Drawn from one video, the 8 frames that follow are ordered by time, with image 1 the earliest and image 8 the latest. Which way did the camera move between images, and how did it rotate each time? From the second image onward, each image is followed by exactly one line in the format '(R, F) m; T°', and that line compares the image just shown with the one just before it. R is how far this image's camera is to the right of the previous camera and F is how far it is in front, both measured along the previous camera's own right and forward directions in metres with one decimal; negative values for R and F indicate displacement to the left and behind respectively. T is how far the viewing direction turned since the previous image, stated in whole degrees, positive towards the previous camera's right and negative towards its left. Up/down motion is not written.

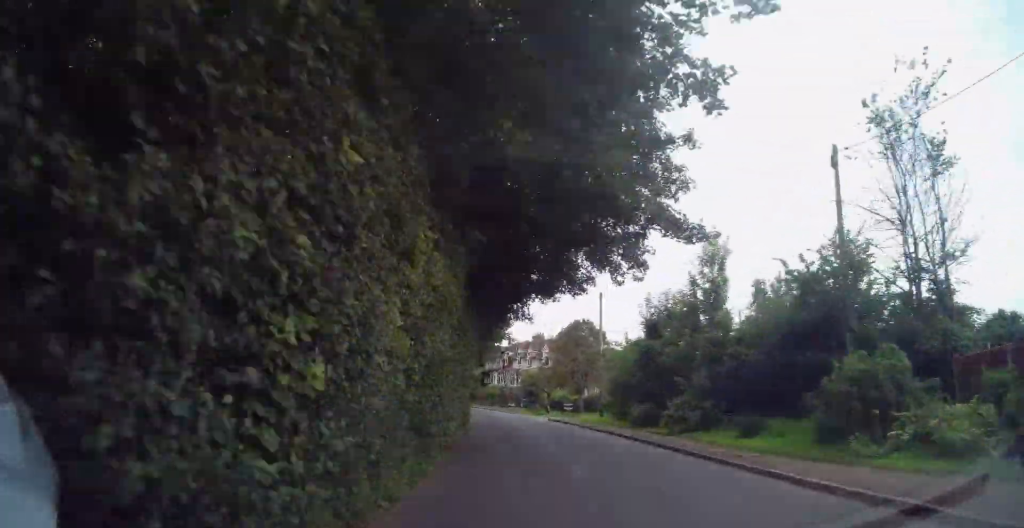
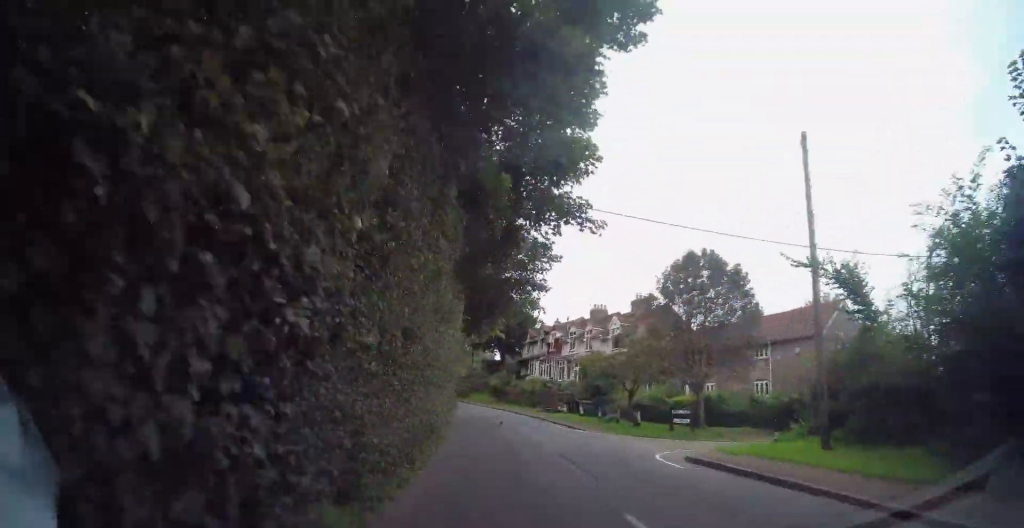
(-0.9, +26.2) m; -6°
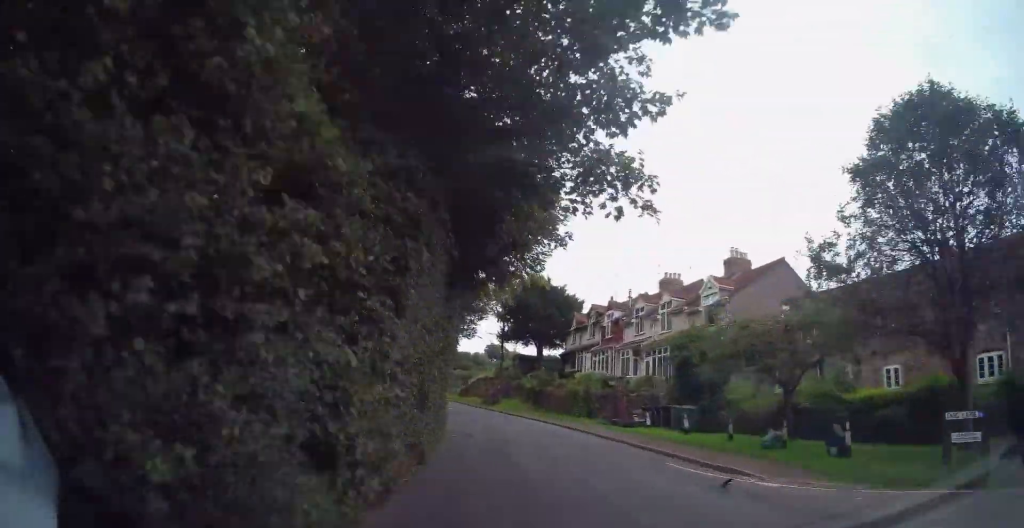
(-0.8, +15.7) m; -5°
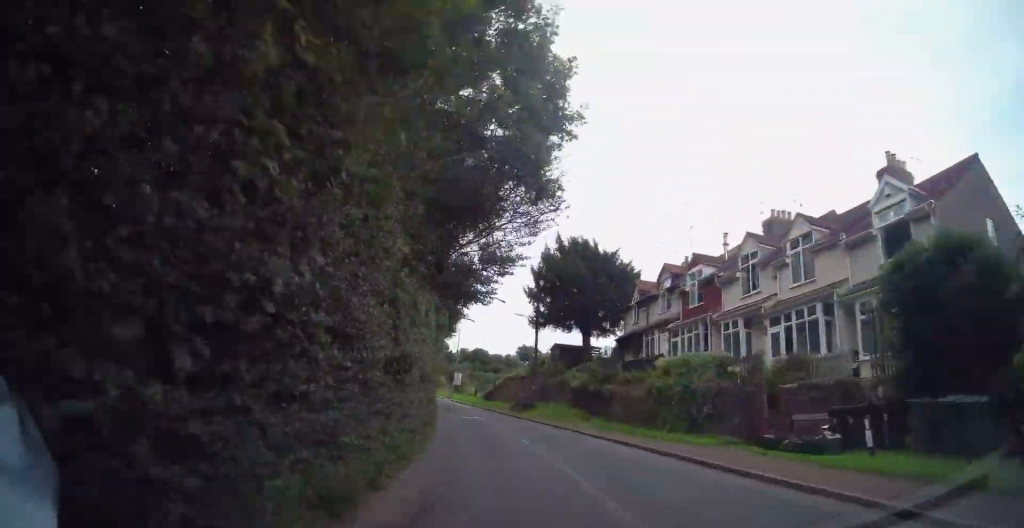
(-0.3, +14.1) m; -4°
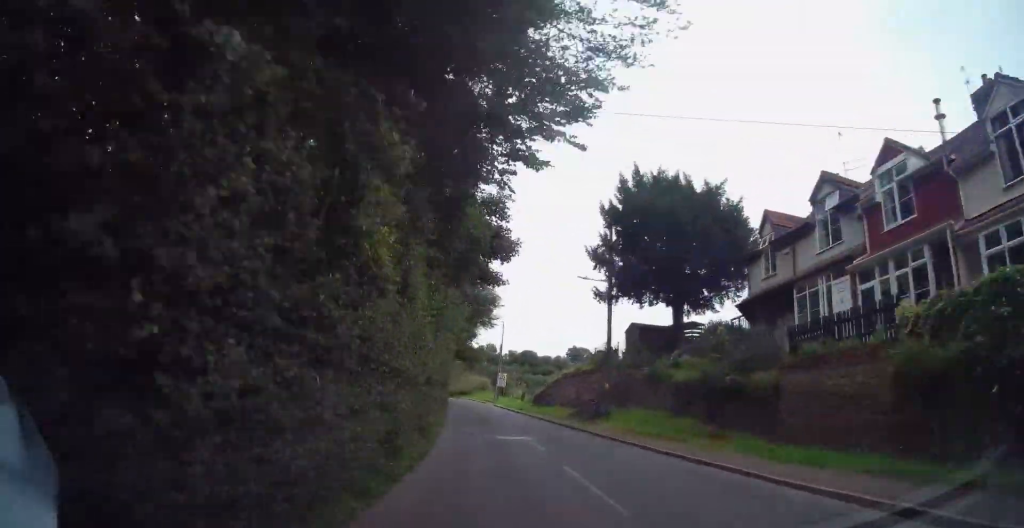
(-0.8, +13.5) m; -3°
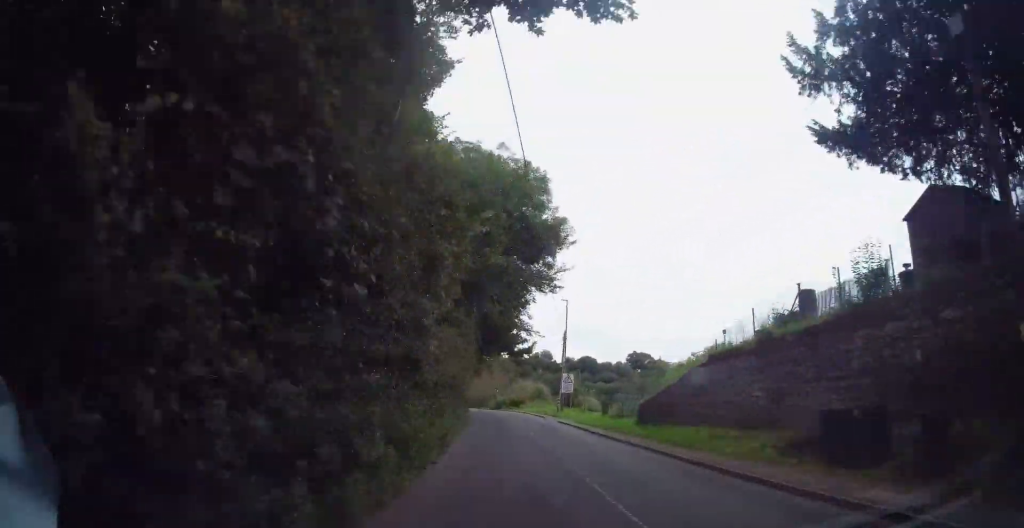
(-0.8, +21.0) m; -3°
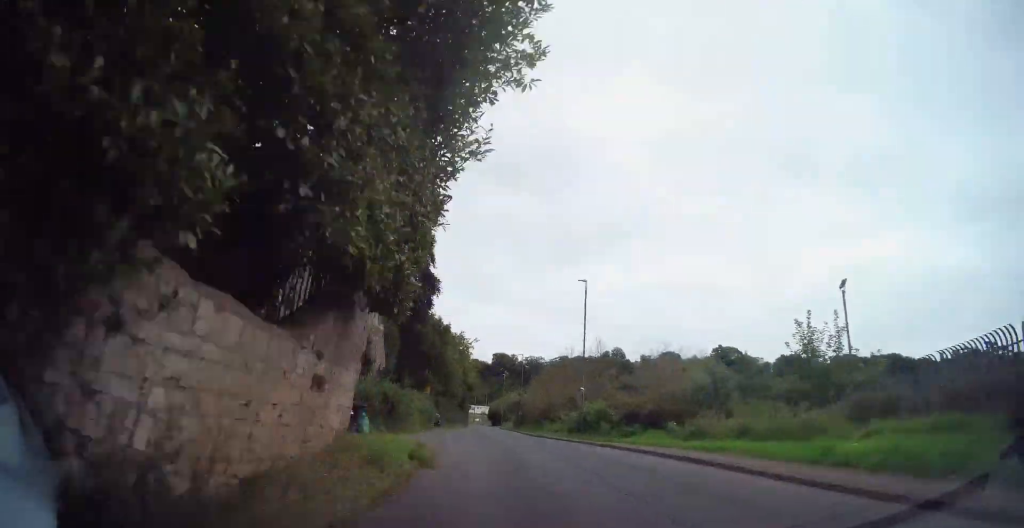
(-2.1, +47.8) m; -7°
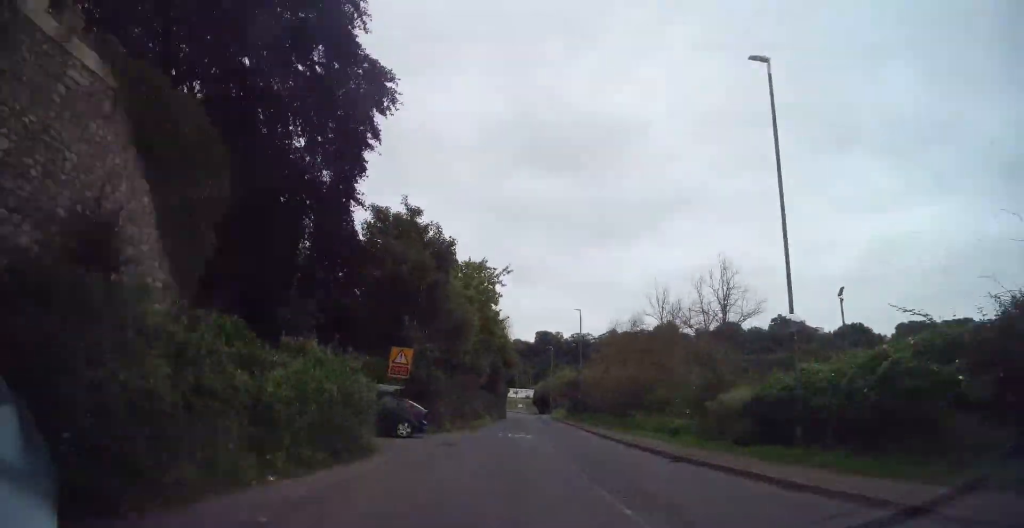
(-1.2, +23.2) m; -3°
